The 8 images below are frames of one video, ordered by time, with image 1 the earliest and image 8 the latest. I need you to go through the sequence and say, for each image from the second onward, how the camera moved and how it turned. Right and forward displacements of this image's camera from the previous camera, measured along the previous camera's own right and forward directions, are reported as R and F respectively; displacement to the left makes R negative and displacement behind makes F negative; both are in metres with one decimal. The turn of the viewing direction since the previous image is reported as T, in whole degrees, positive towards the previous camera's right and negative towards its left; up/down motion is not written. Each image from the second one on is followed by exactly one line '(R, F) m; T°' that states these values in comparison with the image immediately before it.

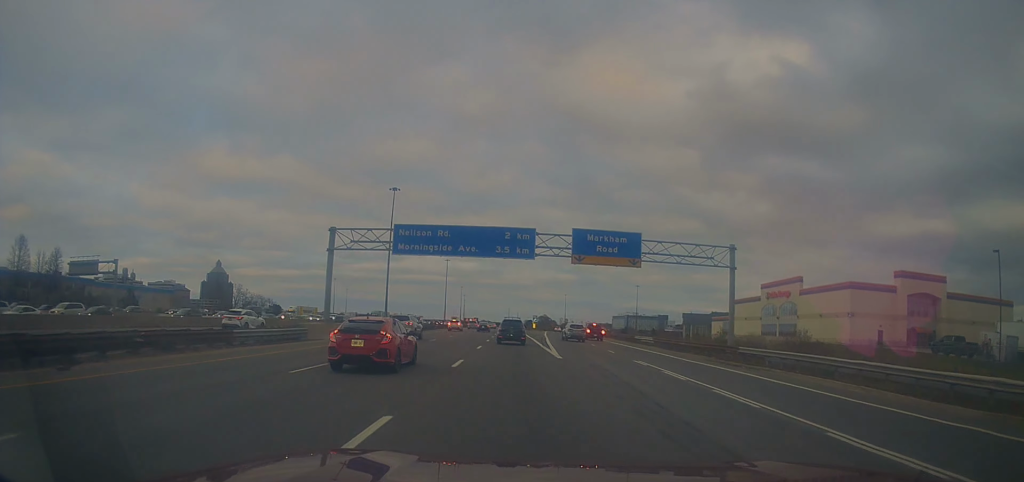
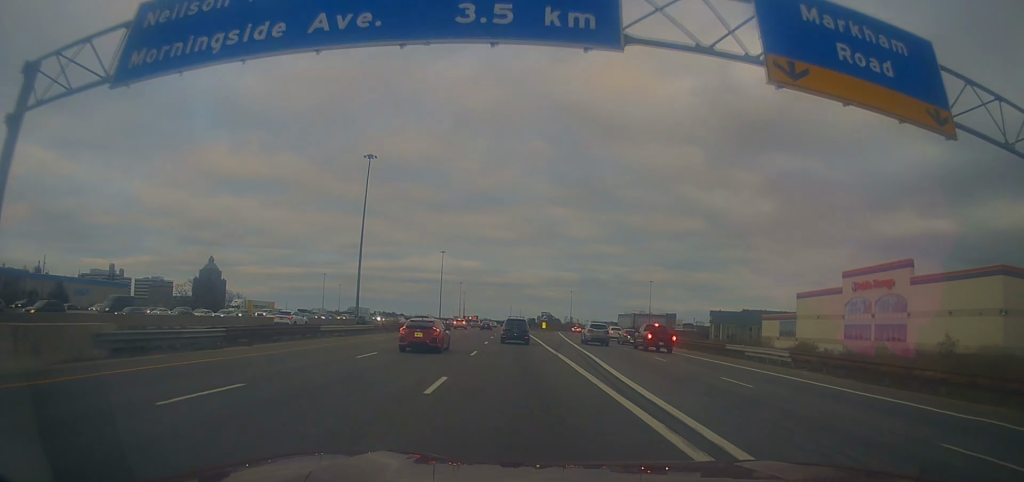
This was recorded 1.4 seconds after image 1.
(-0.1, +30.1) m; 0°
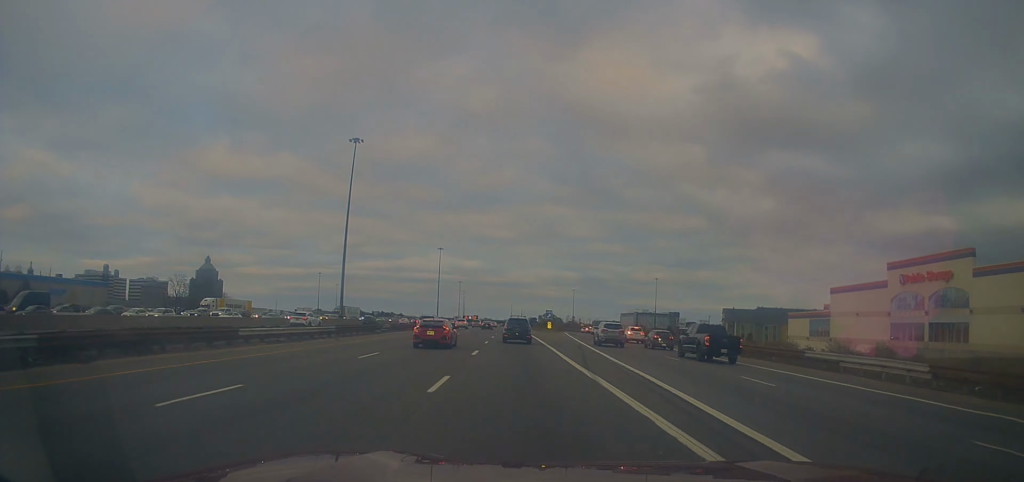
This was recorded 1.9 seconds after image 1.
(+0.1, +11.8) m; 0°
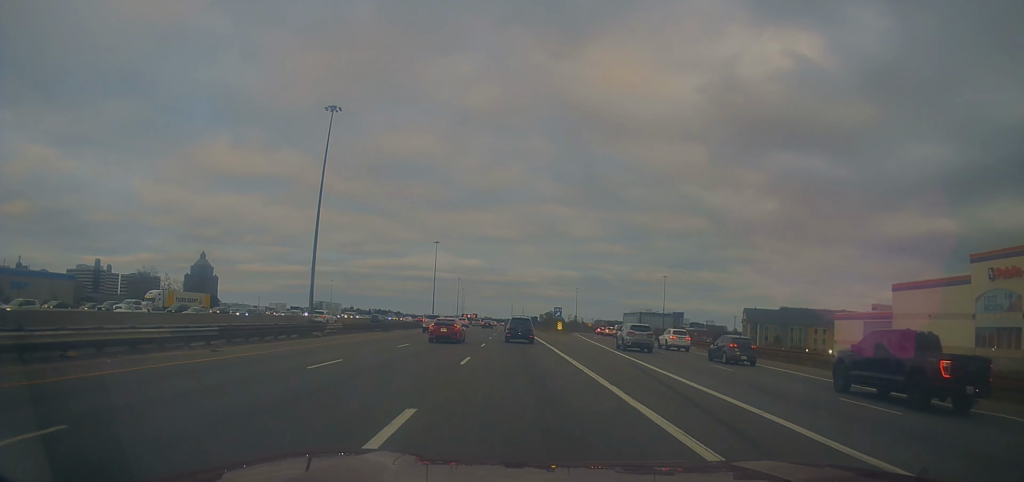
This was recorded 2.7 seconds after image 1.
(-0.4, +17.1) m; -1°
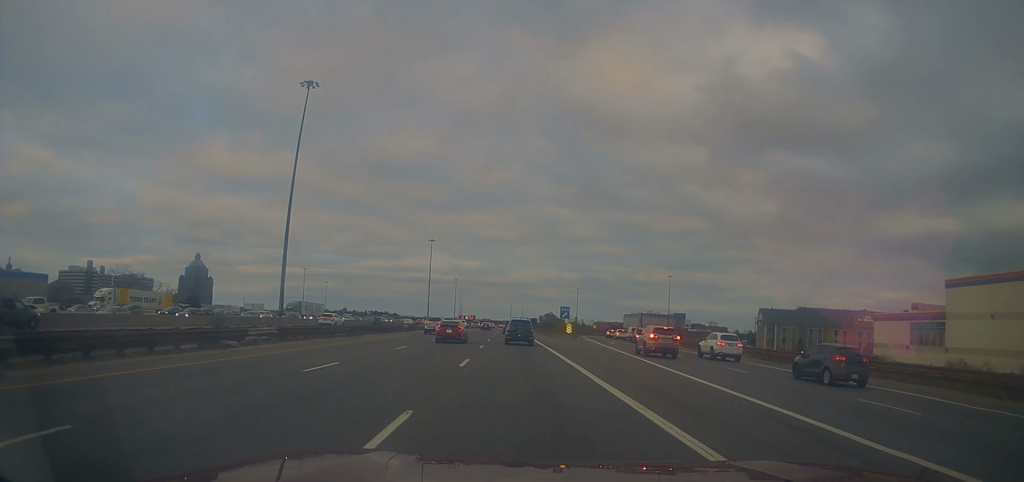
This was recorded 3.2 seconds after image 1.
(0.0, +12.1) m; +1°
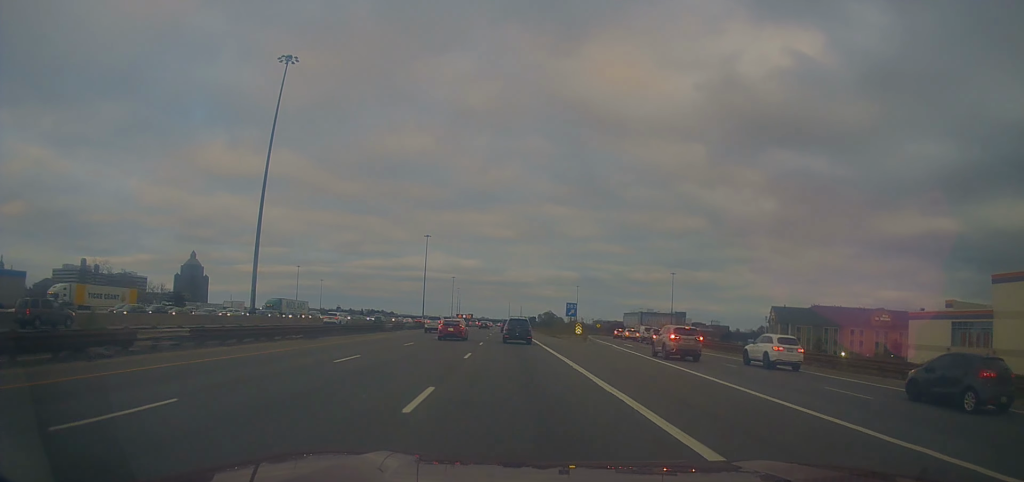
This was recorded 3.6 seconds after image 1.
(0.0, +9.1) m; +1°
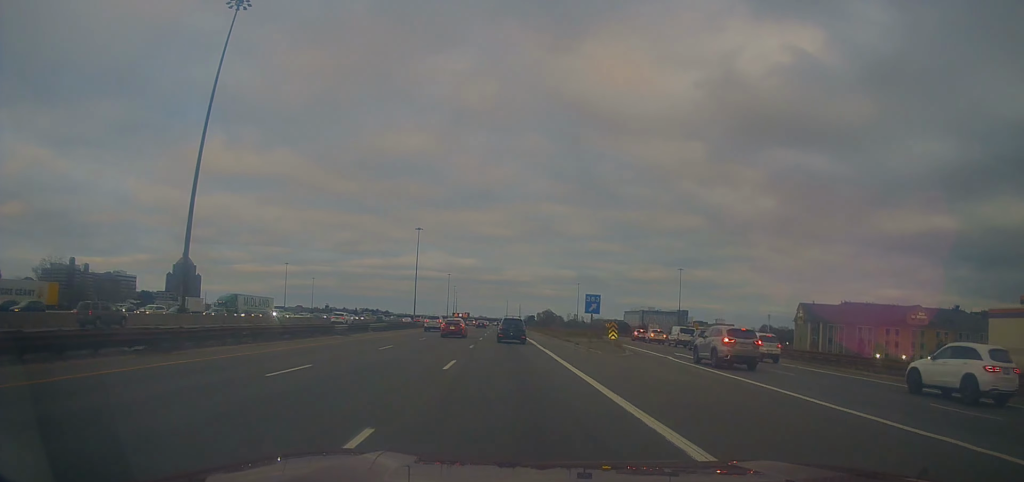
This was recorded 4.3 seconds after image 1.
(+0.2, +16.6) m; 0°
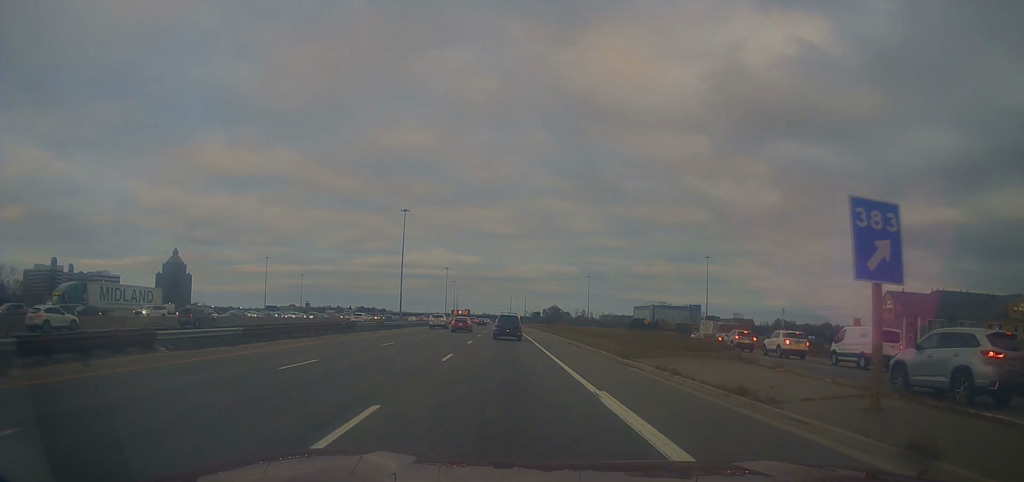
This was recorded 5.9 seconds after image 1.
(-0.1, +34.7) m; 0°
